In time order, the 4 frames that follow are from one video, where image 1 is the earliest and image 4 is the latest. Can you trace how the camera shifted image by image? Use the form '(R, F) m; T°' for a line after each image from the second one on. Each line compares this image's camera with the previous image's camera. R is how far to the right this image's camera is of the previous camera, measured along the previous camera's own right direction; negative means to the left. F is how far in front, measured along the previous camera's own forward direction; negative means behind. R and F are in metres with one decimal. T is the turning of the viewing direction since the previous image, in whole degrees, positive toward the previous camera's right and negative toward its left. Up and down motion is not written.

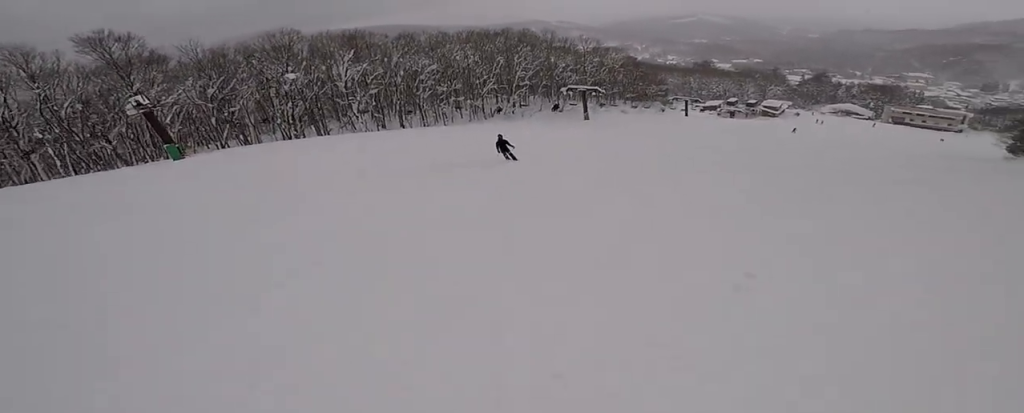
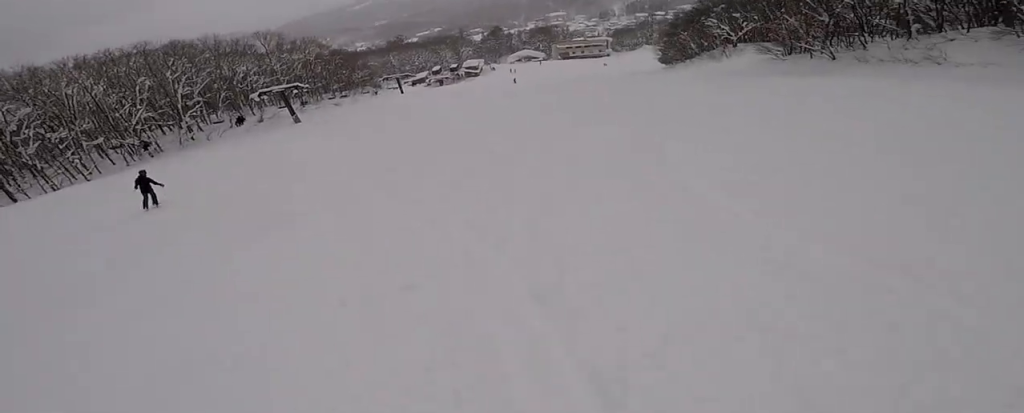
(+3.8, +8.8) m; +38°
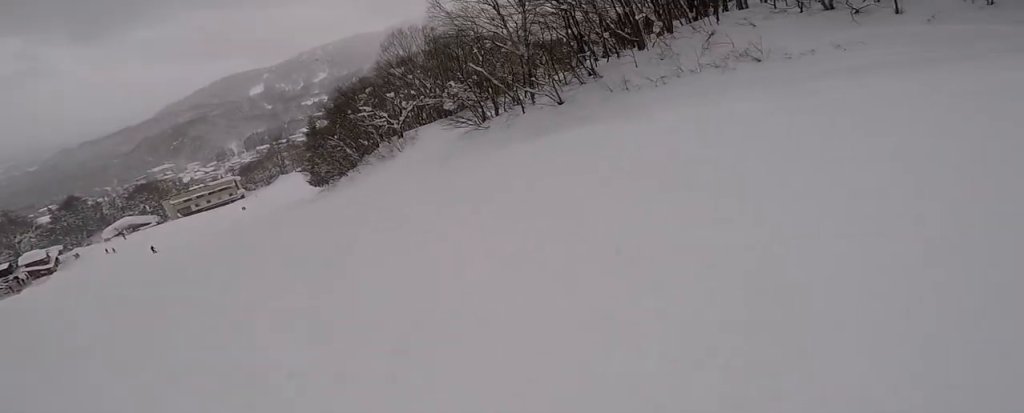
(+7.1, +19.5) m; +33°
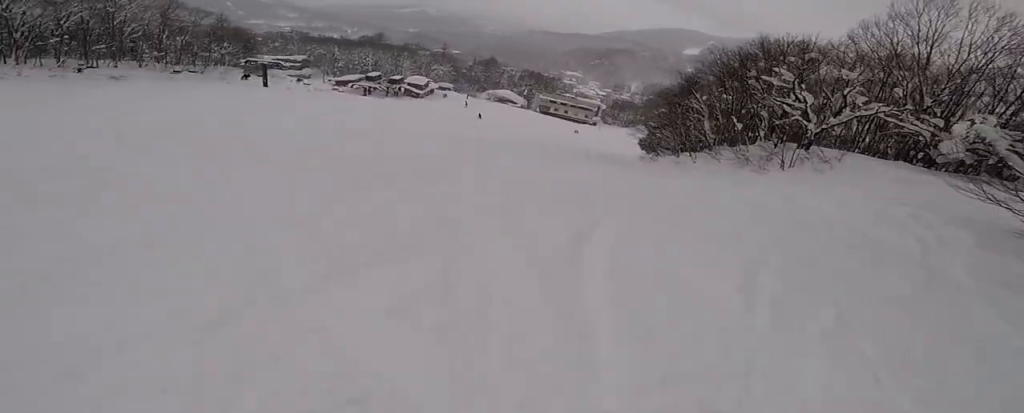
(-5.9, +19.6) m; -45°
